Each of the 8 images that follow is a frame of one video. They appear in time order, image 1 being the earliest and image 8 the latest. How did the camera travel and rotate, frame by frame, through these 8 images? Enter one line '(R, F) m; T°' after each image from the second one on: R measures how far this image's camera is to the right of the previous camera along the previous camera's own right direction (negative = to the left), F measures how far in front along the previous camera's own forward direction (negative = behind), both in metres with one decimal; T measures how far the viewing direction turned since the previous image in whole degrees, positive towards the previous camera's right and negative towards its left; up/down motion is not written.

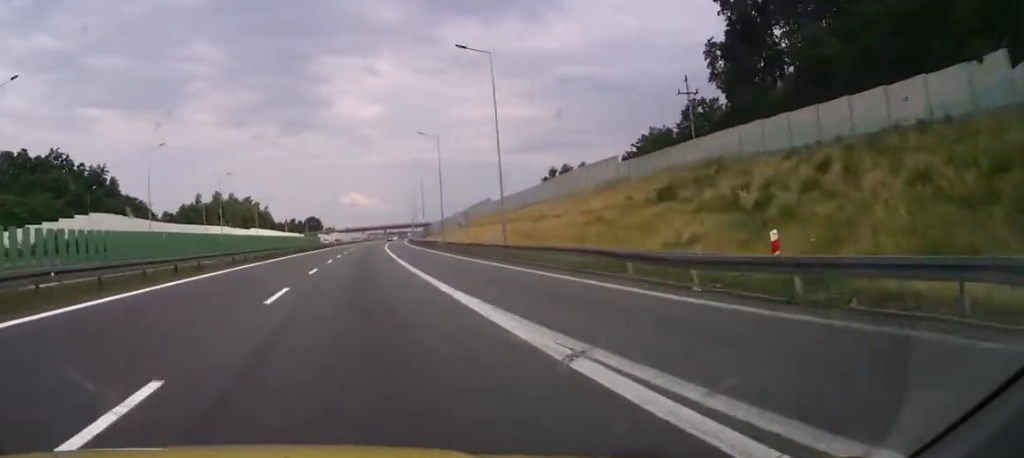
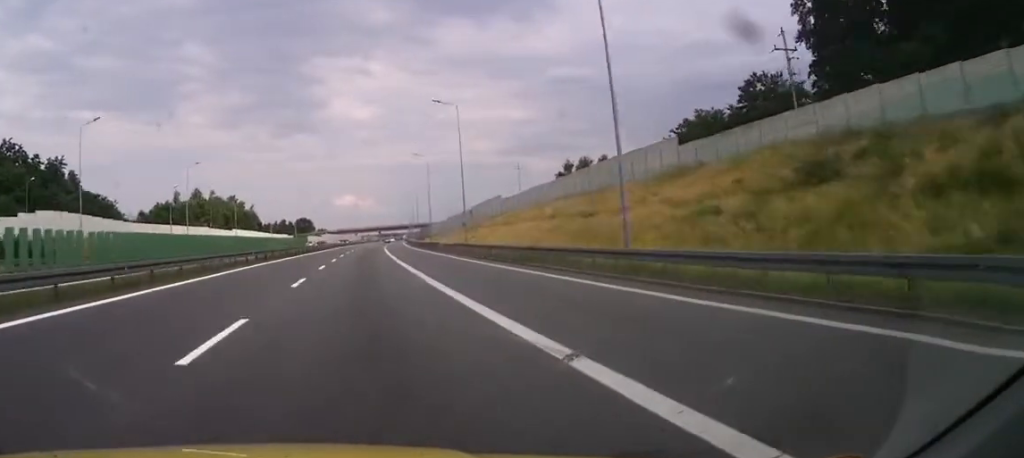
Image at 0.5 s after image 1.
(-0.2, +18.8) m; +2°
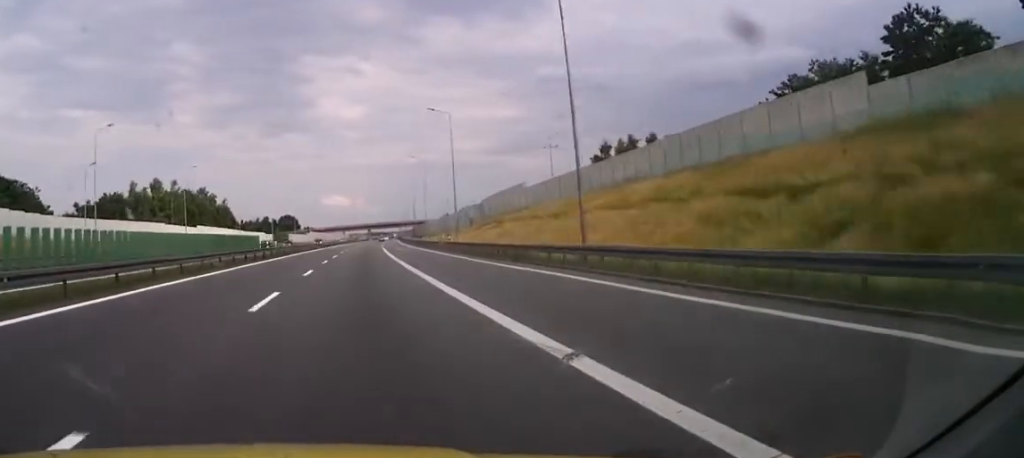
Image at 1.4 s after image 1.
(+1.4, +30.6) m; +3°
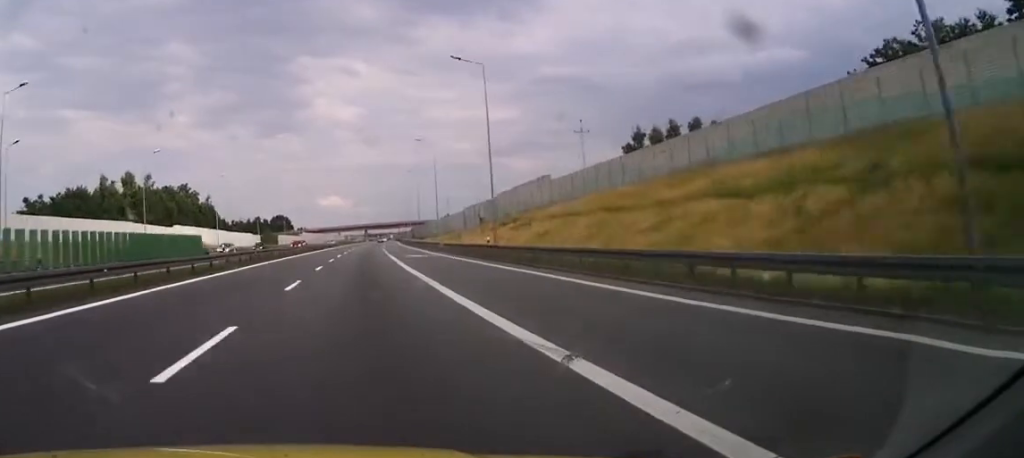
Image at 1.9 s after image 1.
(+0.1, +17.7) m; 0°
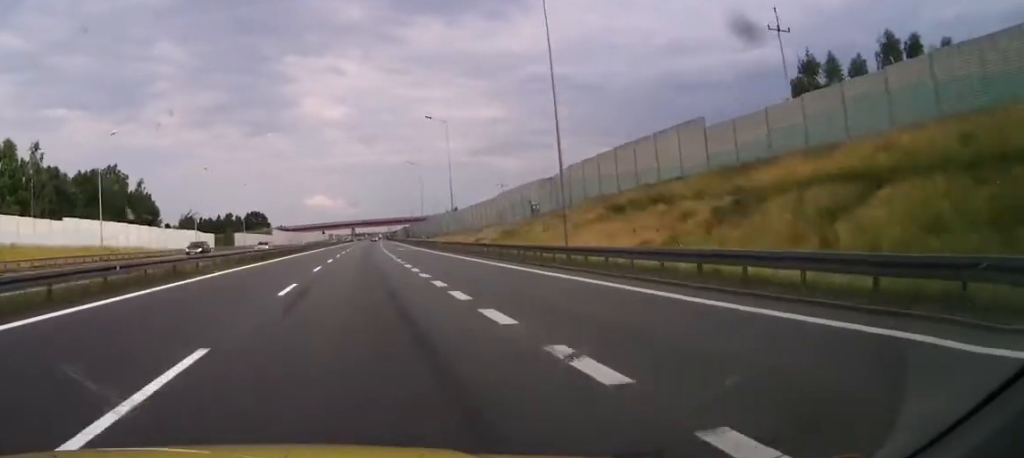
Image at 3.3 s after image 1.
(+0.5, +49.6) m; +1°
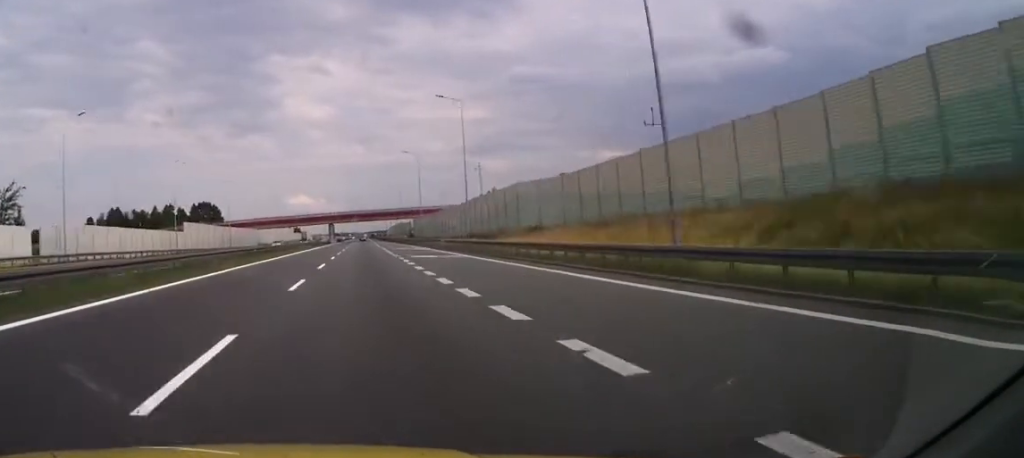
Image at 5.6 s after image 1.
(+1.4, +80.1) m; +2°
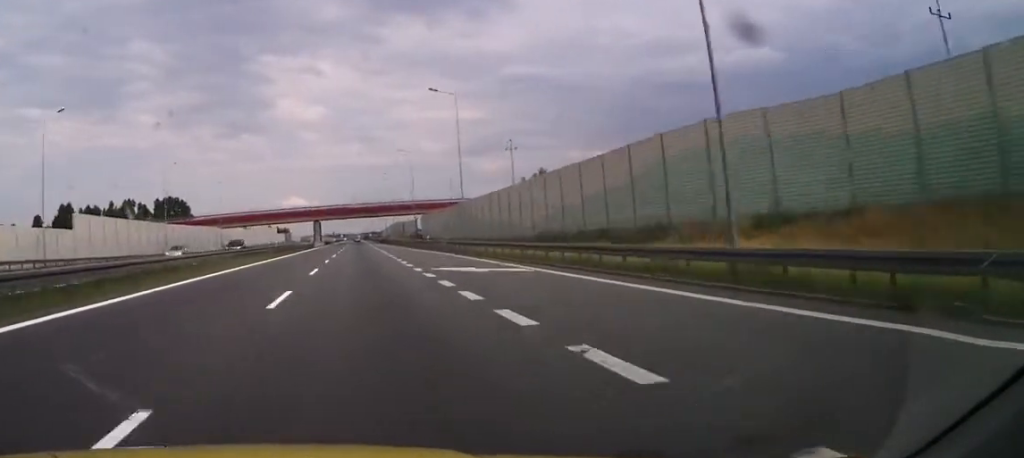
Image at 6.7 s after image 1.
(+0.1, +39.3) m; 0°
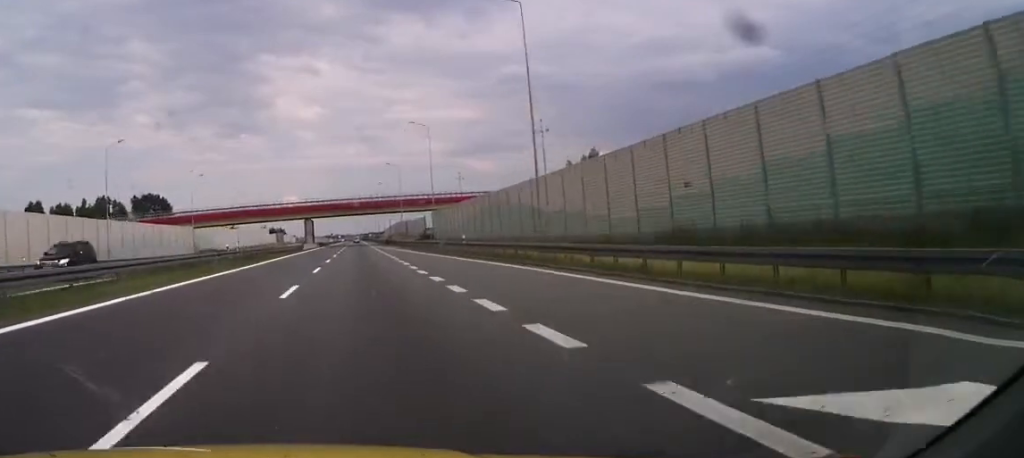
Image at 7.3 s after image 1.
(0.0, +23.8) m; +1°
